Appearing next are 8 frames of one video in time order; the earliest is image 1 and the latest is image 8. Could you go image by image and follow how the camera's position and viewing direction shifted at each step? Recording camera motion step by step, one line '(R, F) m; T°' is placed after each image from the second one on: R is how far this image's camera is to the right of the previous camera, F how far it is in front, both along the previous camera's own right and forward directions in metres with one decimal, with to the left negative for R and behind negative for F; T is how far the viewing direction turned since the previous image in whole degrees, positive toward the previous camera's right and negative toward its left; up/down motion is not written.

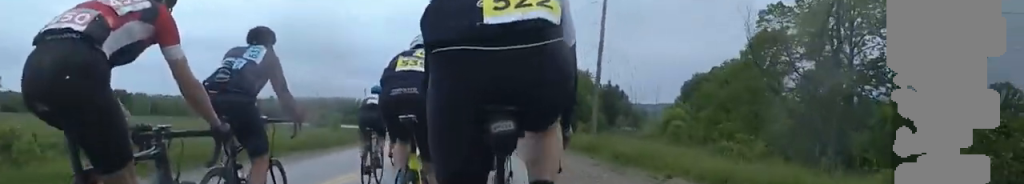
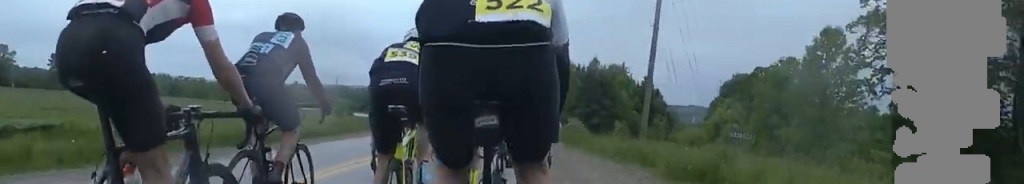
(-0.3, +8.1) m; -1°
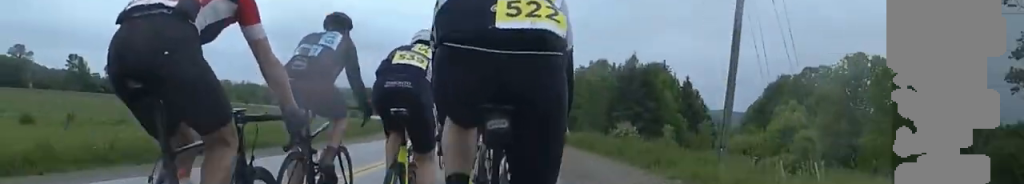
(0.0, +8.0) m; +1°
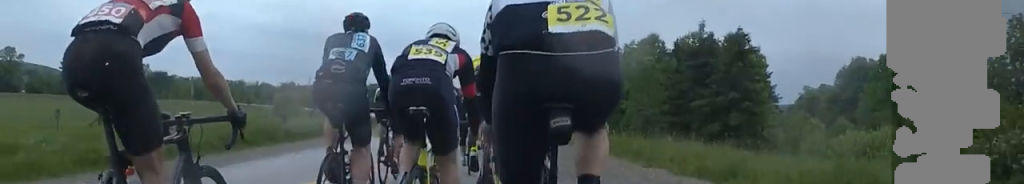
(+0.2, +18.4) m; -1°
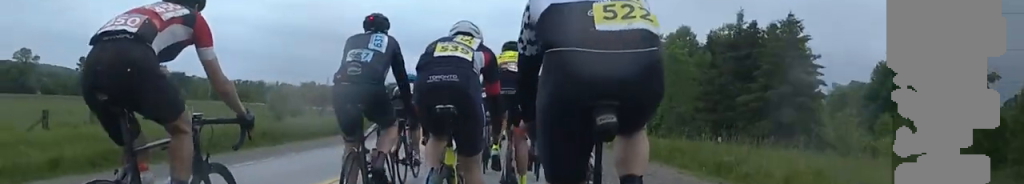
(-0.1, +4.3) m; 0°
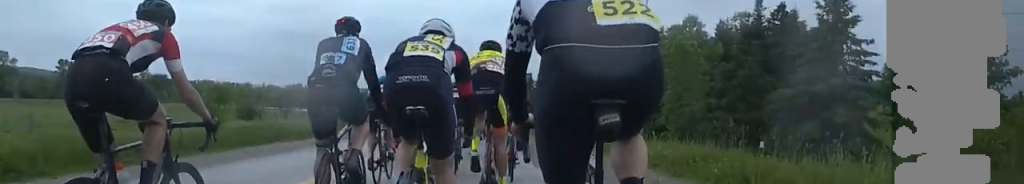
(-0.1, +6.0) m; -1°
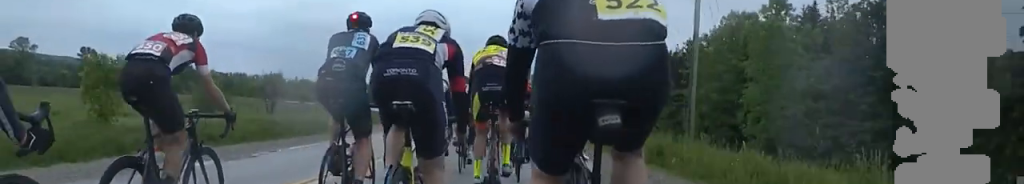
(0.0, +10.5) m; -4°
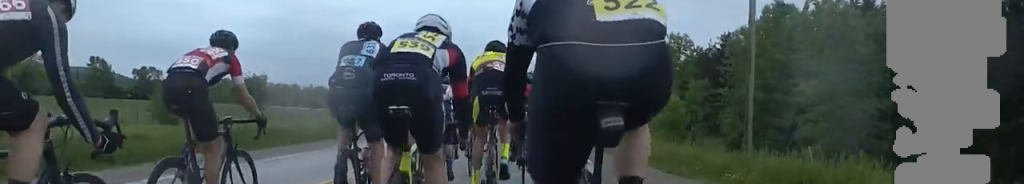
(-0.5, +5.2) m; -1°
